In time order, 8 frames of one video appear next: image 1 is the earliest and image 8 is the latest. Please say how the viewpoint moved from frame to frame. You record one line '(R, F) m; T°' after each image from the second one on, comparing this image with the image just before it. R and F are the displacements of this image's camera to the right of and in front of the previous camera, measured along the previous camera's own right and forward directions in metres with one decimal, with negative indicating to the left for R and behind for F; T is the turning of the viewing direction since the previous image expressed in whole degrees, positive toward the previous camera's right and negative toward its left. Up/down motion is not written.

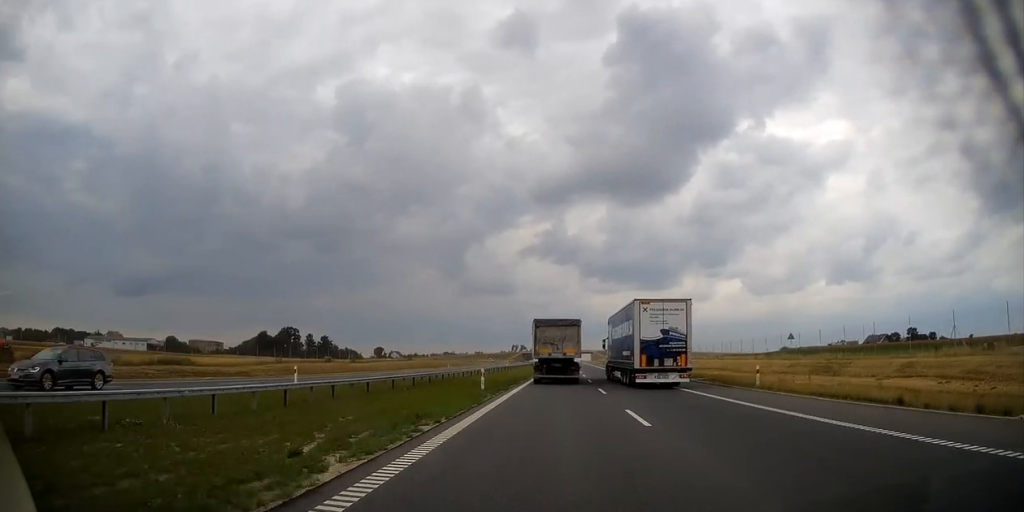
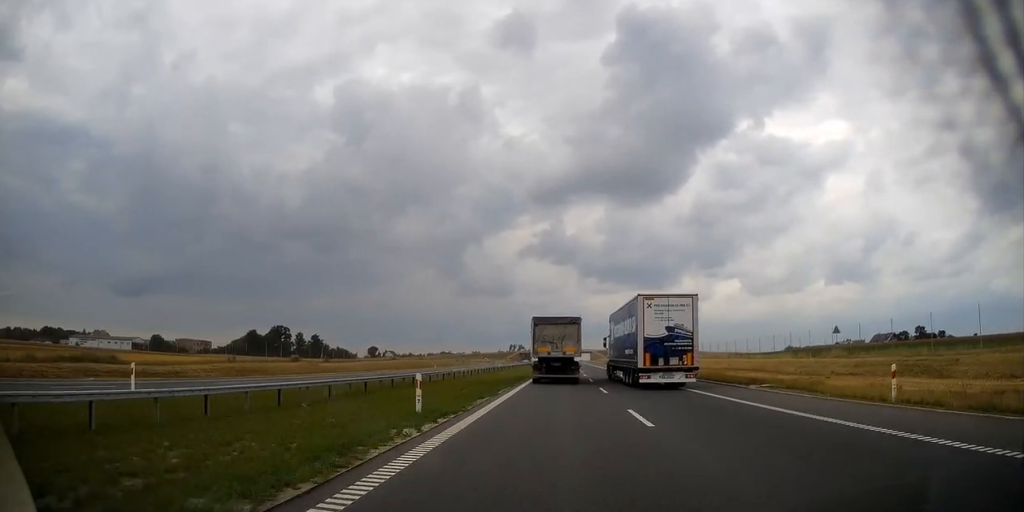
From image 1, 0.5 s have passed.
(+0.1, +12.4) m; 0°
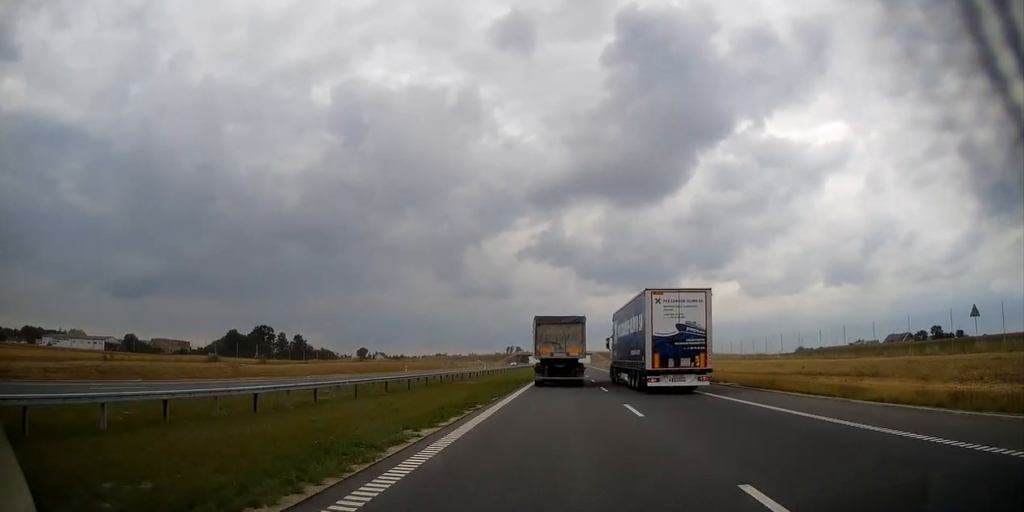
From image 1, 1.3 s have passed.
(-0.1, +21.9) m; 0°
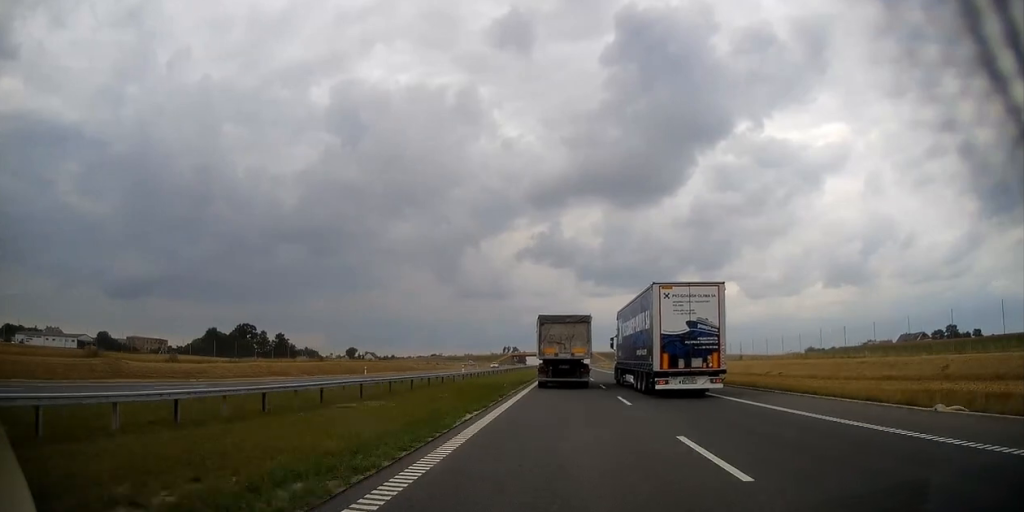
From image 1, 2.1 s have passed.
(+0.1, +19.9) m; 0°
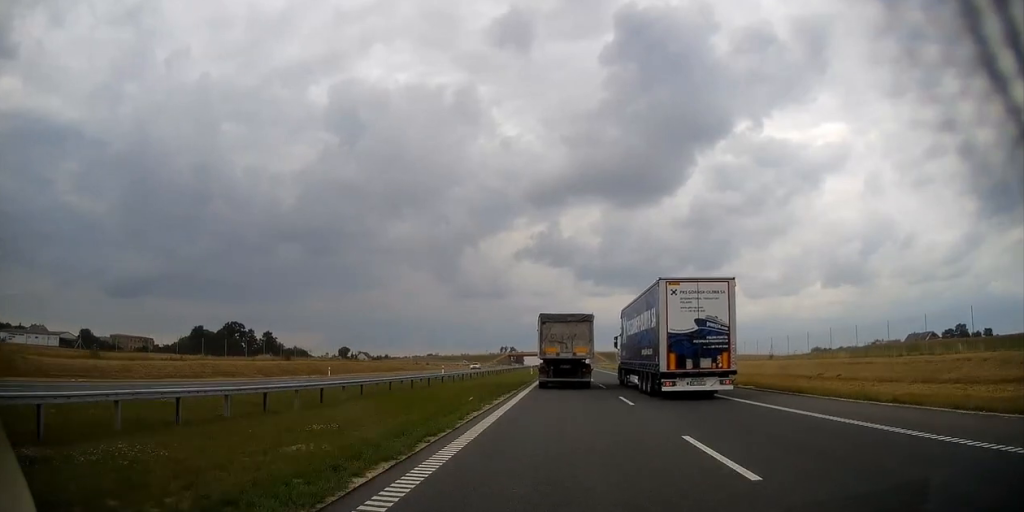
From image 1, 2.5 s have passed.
(0.0, +12.1) m; 0°
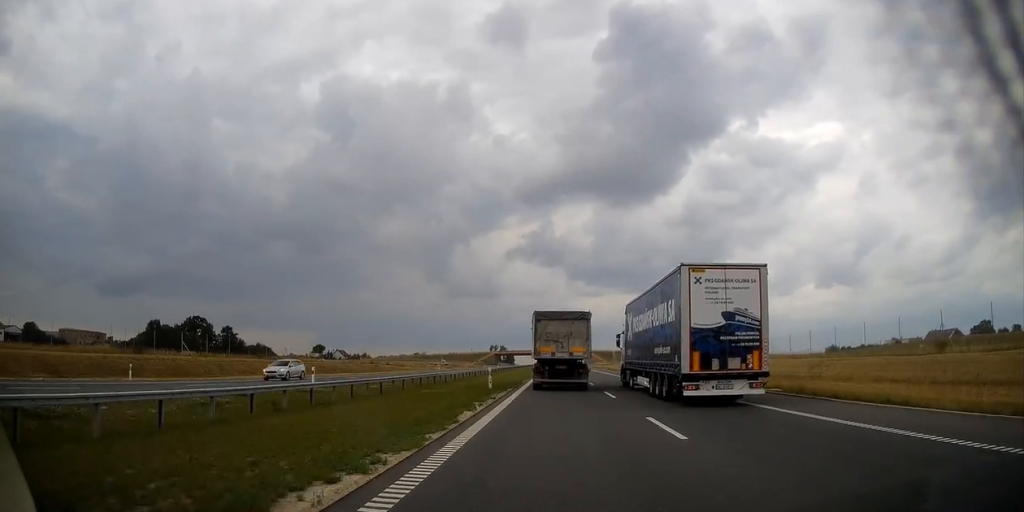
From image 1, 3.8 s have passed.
(+0.1, +32.5) m; 0°
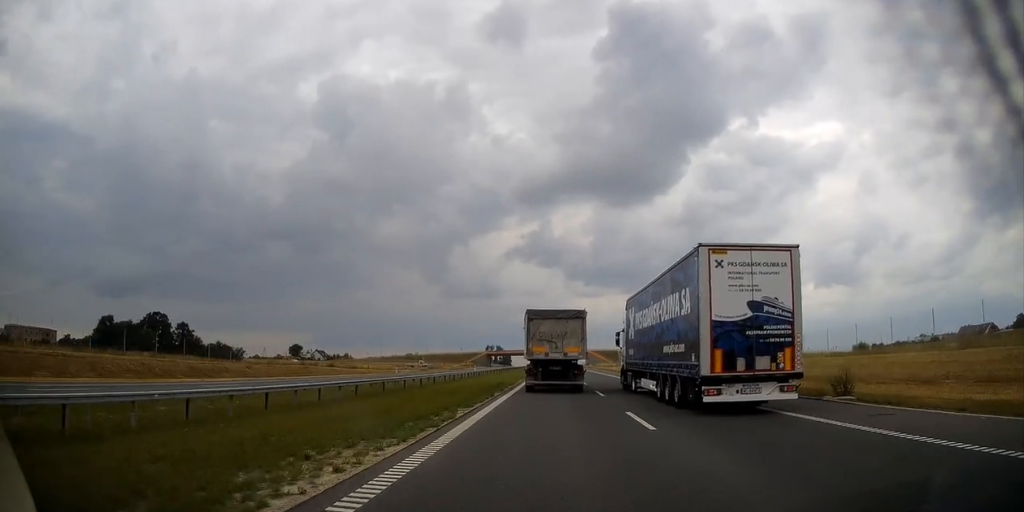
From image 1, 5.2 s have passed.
(+0.1, +34.8) m; 0°
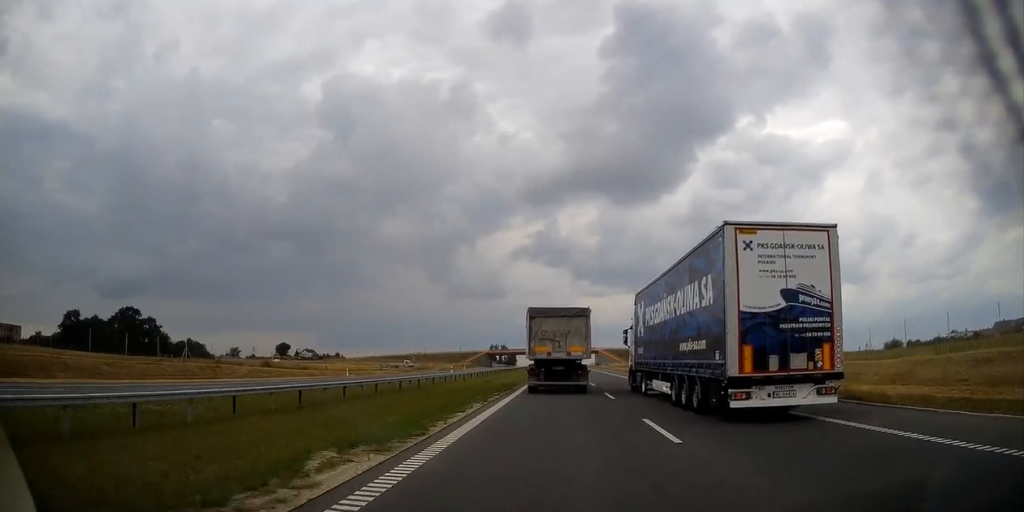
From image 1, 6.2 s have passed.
(+0.1, +26.1) m; 0°
